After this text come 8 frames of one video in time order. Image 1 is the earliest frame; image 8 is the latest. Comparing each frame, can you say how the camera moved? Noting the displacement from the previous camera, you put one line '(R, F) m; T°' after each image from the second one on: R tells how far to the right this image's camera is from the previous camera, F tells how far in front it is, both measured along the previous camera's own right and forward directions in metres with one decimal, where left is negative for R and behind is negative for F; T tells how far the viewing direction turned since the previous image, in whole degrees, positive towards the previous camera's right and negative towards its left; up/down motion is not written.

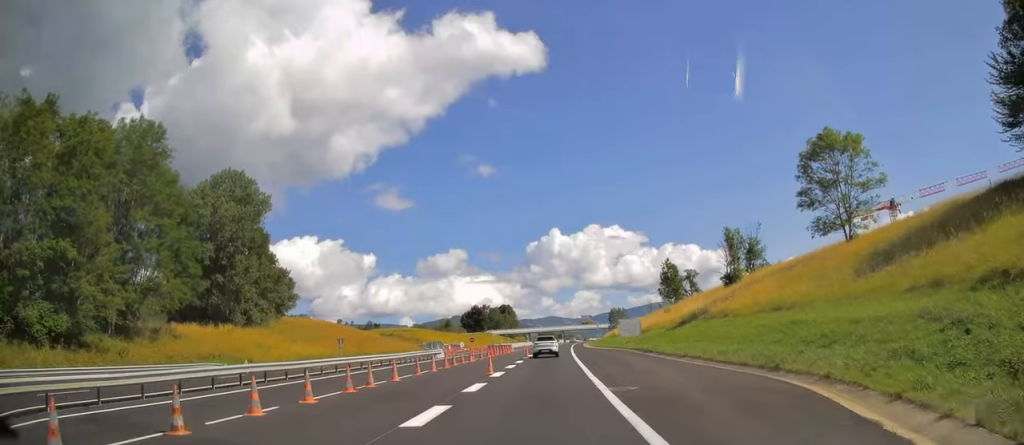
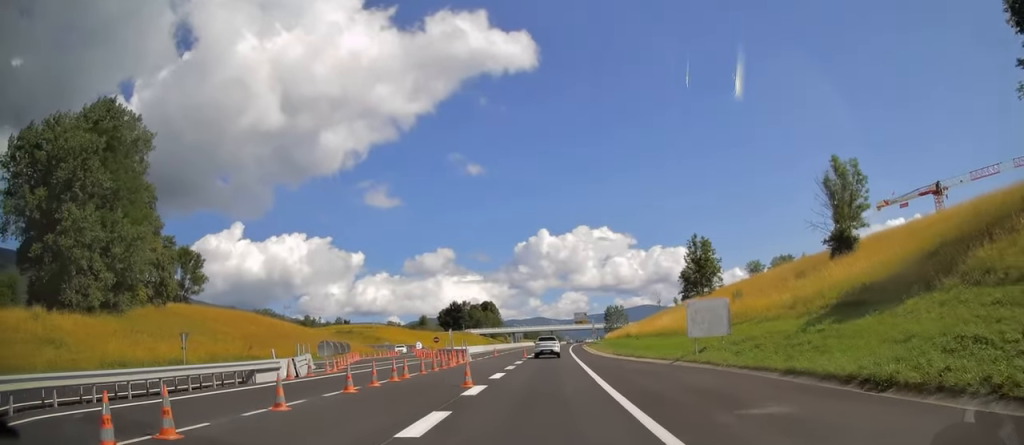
(+0.4, +33.6) m; +1°
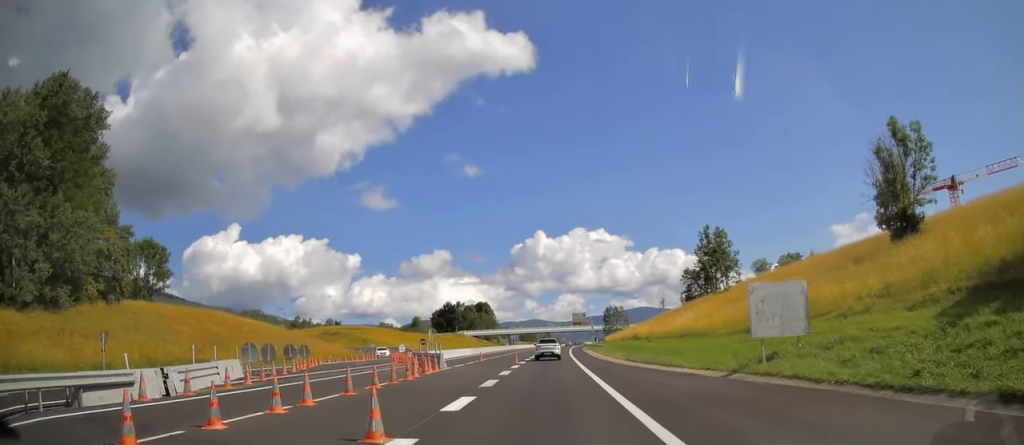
(0.0, +9.5) m; 0°
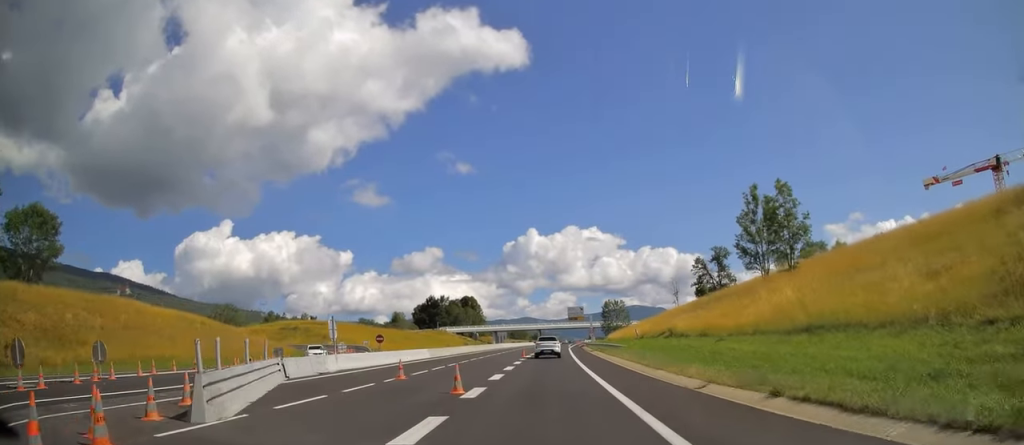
(+0.2, +23.7) m; +1°
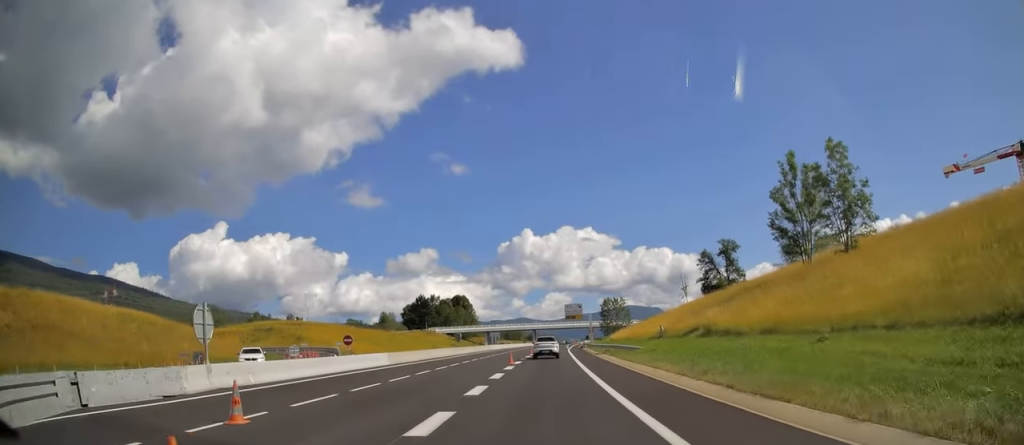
(+0.1, +12.0) m; 0°
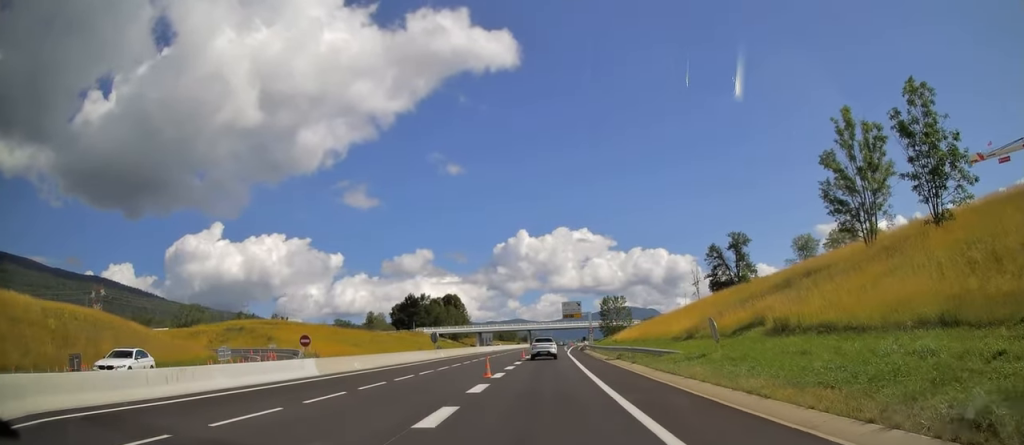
(+0.1, +12.1) m; 0°
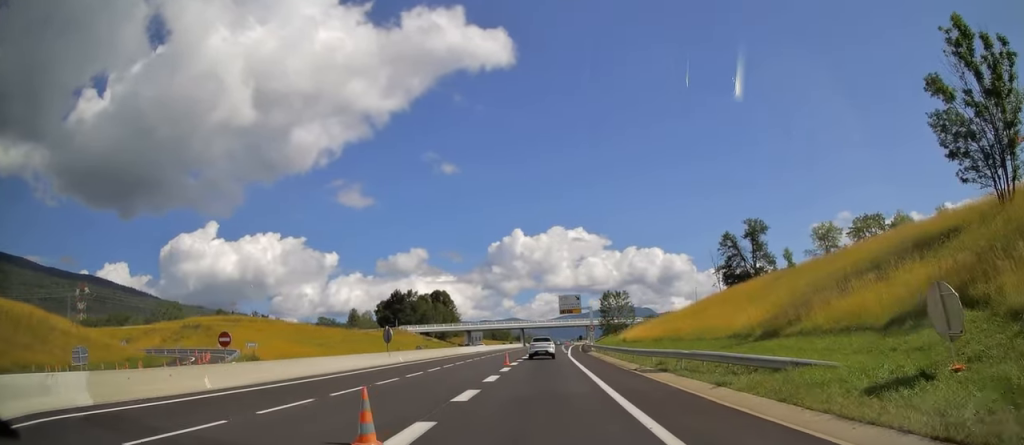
(+0.1, +15.4) m; 0°
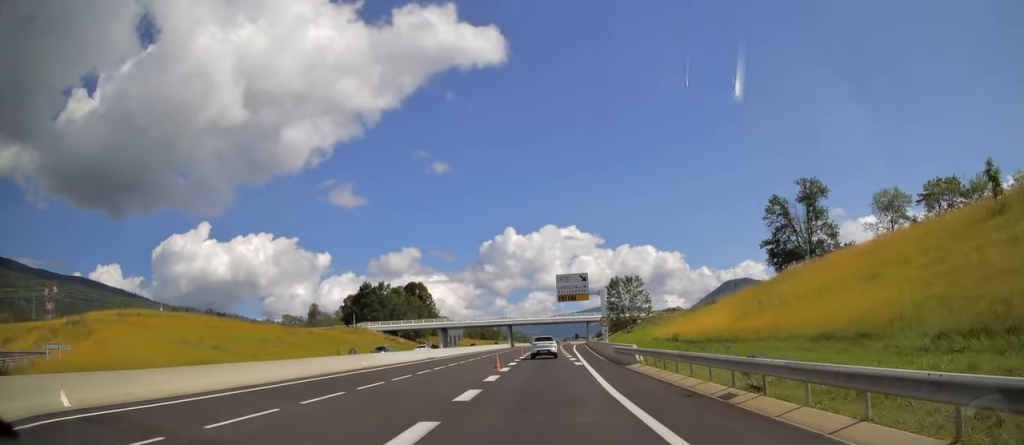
(+0.1, +32.3) m; +1°
